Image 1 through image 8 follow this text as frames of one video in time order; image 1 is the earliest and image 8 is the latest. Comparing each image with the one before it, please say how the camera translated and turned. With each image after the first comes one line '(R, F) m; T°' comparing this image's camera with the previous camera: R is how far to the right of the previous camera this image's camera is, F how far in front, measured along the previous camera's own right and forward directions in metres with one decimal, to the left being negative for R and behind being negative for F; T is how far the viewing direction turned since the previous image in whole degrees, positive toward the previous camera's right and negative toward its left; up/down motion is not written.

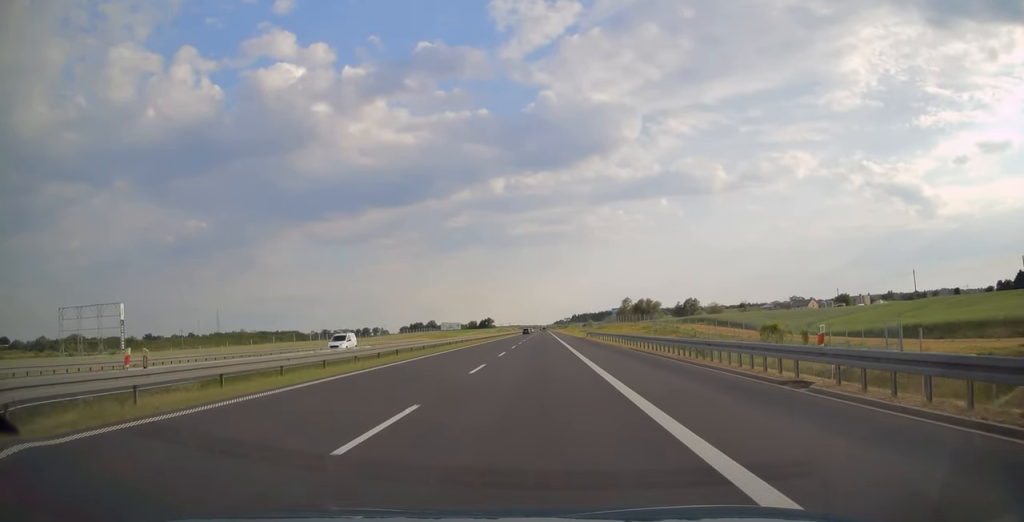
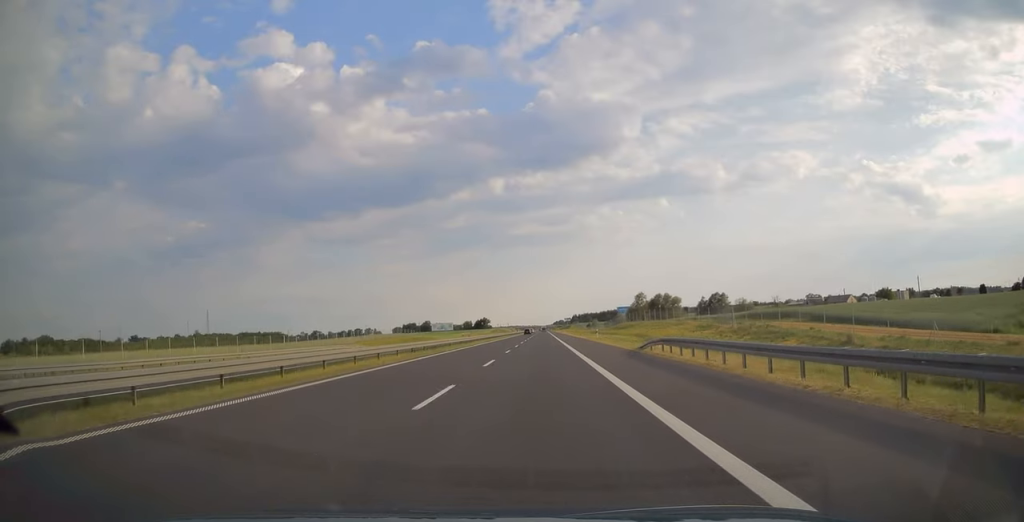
(0.0, +44.0) m; 0°
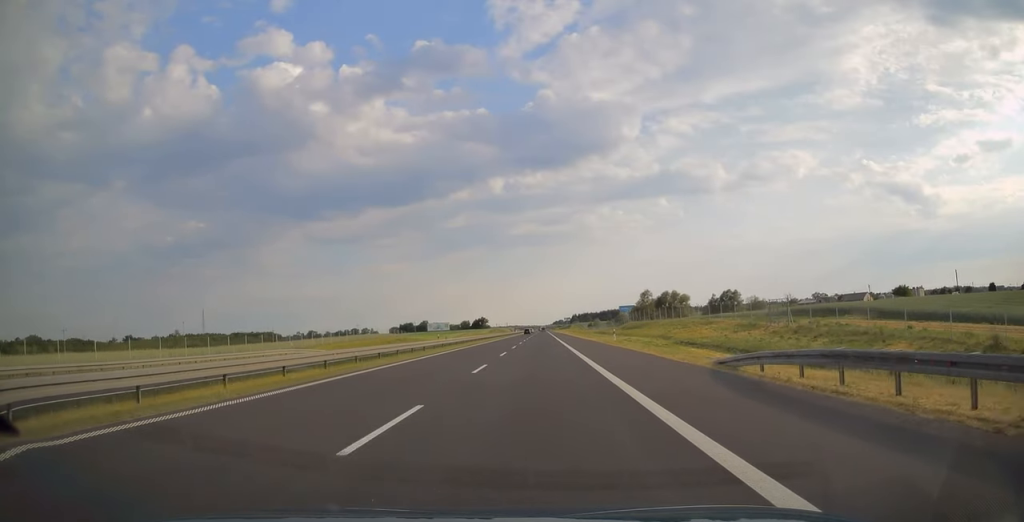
(0.0, +15.8) m; 0°
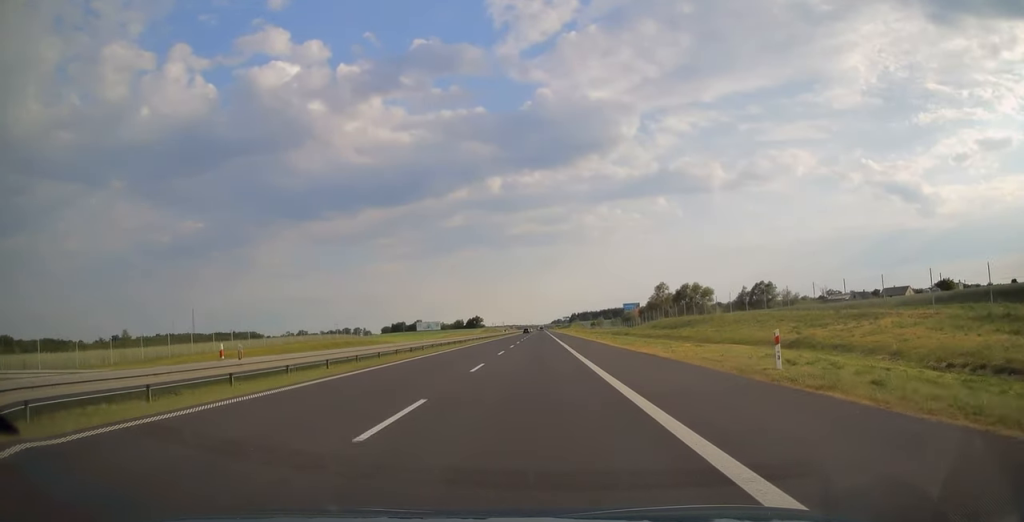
(+0.1, +35.4) m; 0°
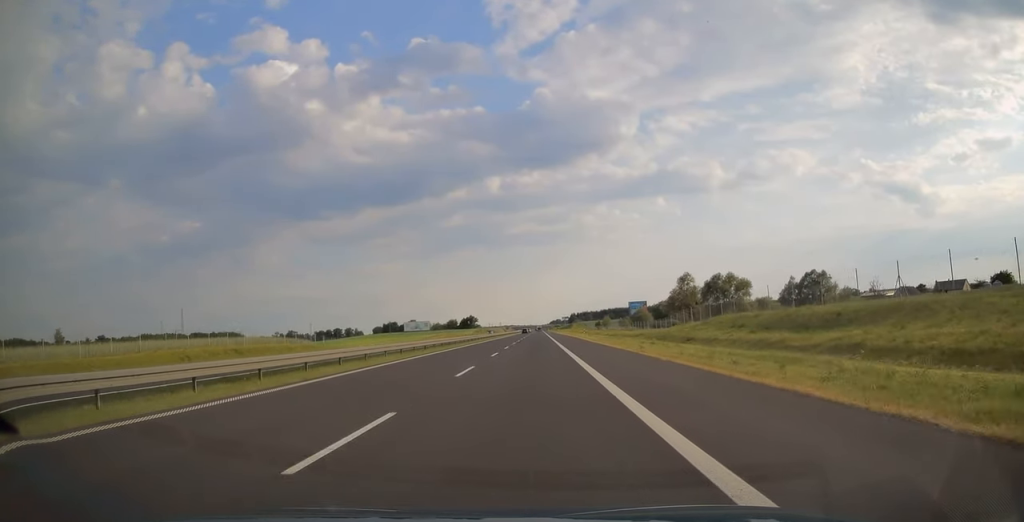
(+0.1, +37.6) m; 0°
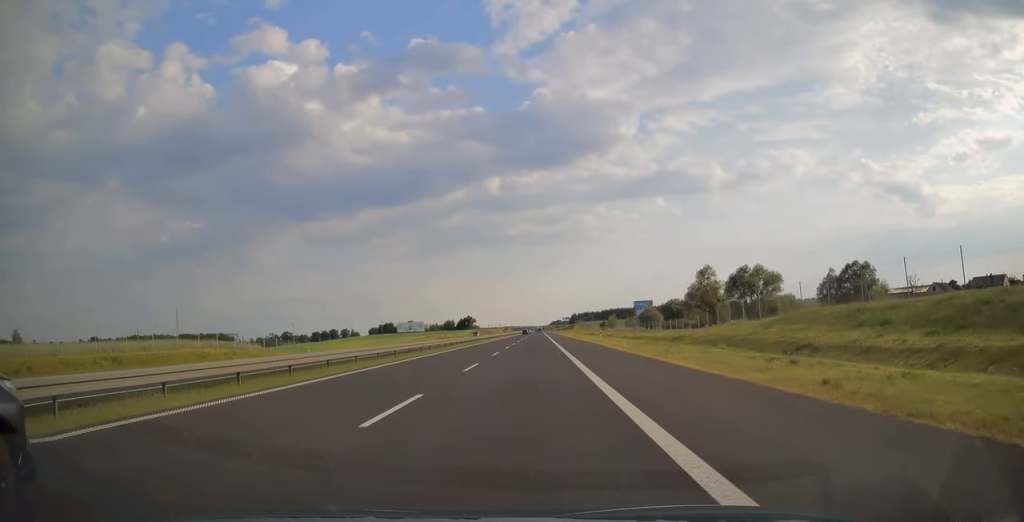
(0.0, +21.3) m; 0°
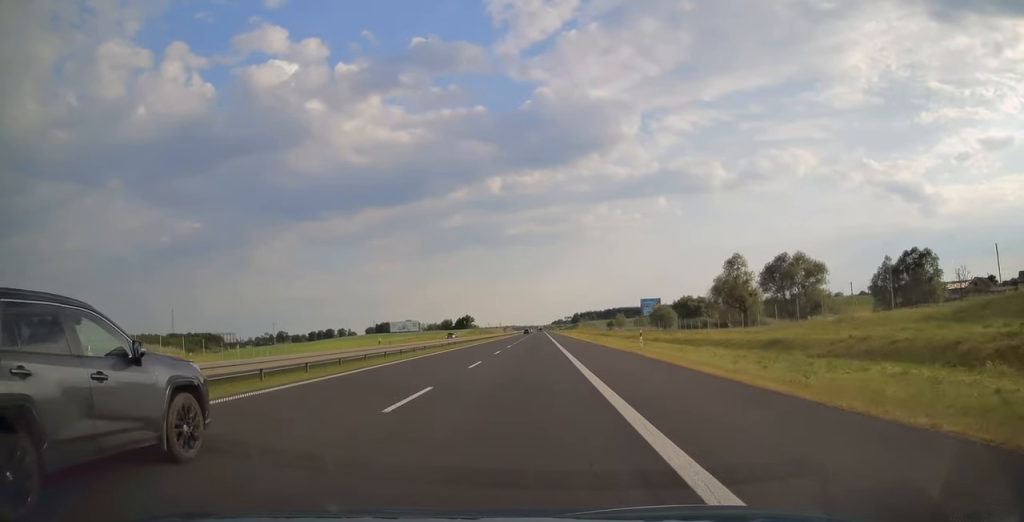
(+0.1, +22.3) m; 0°
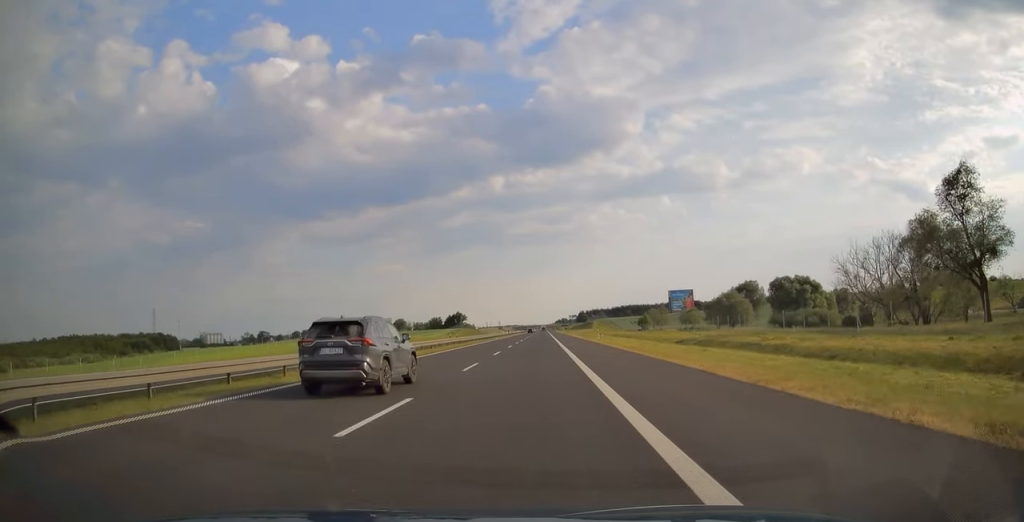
(-0.2, +74.2) m; 0°
